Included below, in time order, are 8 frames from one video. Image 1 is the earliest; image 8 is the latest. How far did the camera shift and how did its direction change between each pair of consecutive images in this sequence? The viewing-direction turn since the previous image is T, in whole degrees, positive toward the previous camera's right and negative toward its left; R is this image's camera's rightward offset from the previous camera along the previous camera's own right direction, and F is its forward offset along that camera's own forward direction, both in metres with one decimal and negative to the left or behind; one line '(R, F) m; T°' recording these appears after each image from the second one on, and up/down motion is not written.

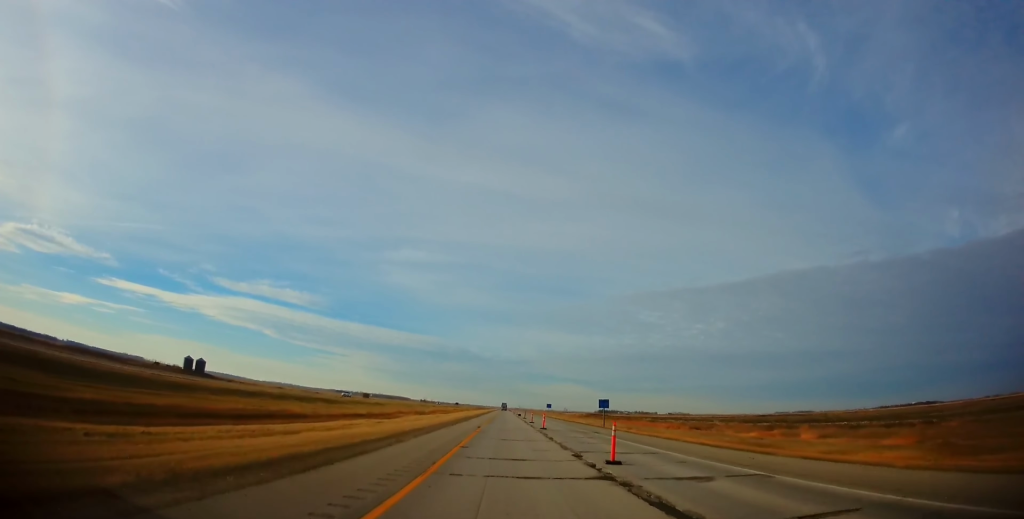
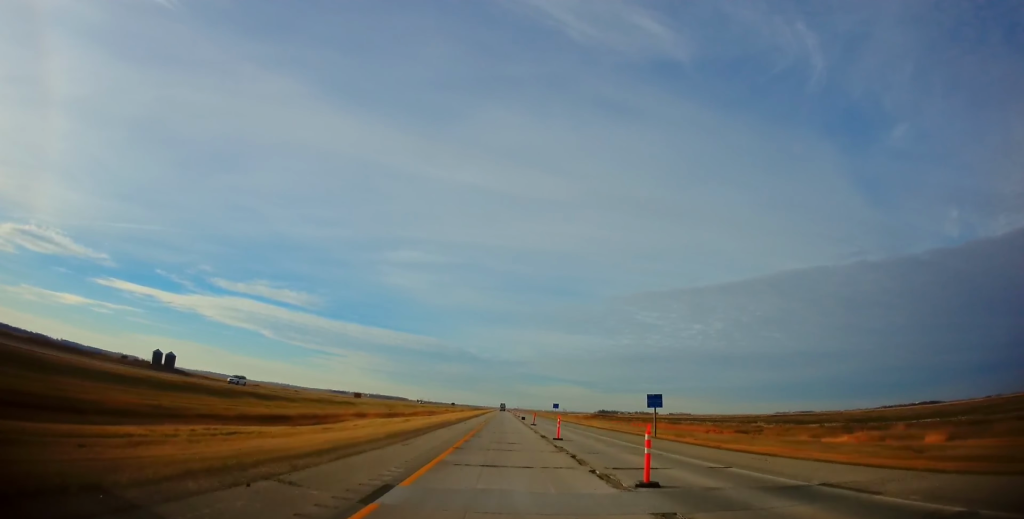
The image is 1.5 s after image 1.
(+0.9, +28.9) m; +2°
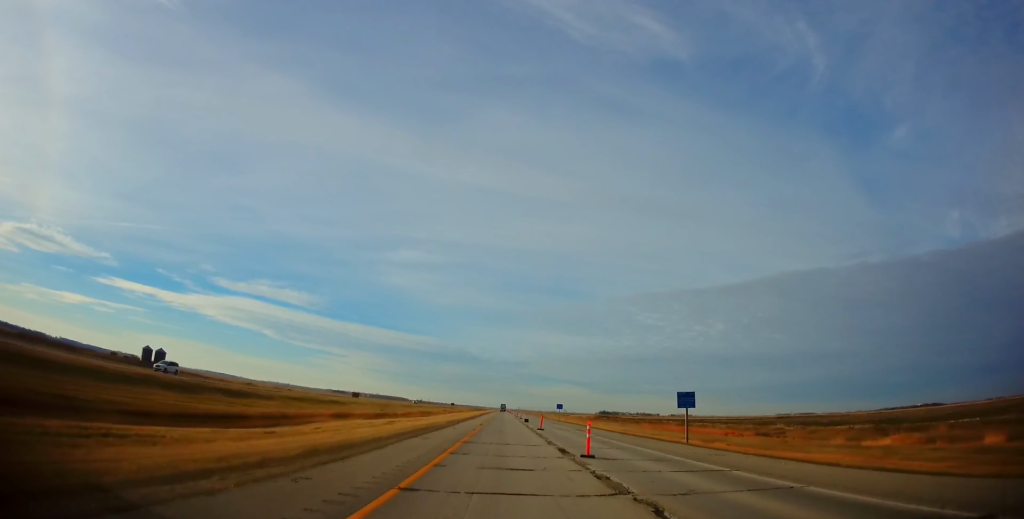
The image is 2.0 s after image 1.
(0.0, +9.4) m; -1°
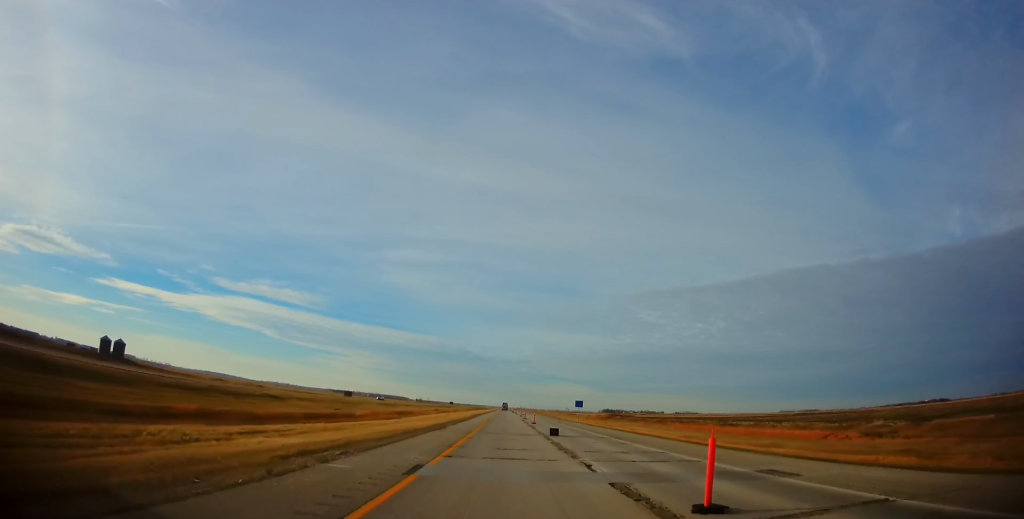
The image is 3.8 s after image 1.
(-1.1, +33.9) m; 0°
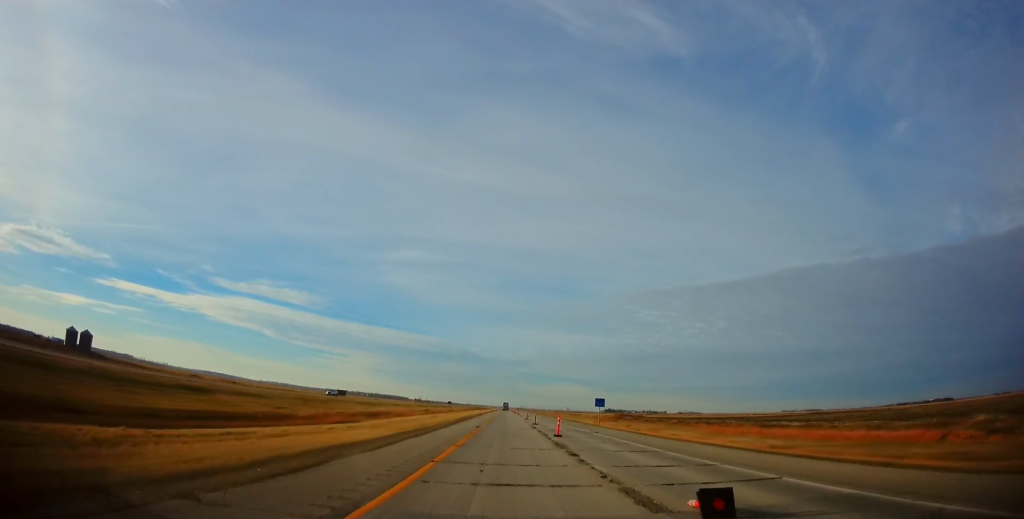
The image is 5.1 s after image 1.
(+0.6, +23.3) m; +1°
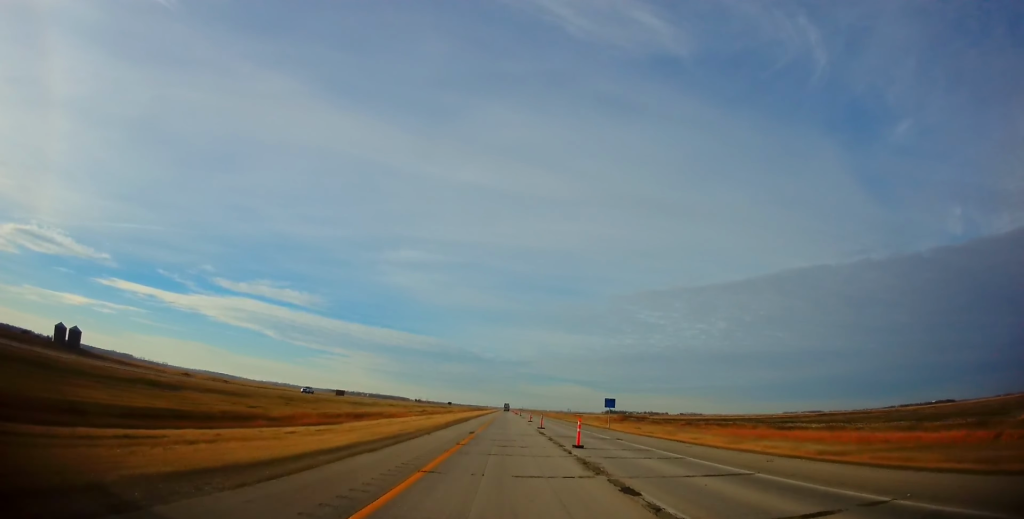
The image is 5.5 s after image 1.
(-0.1, +7.6) m; 0°
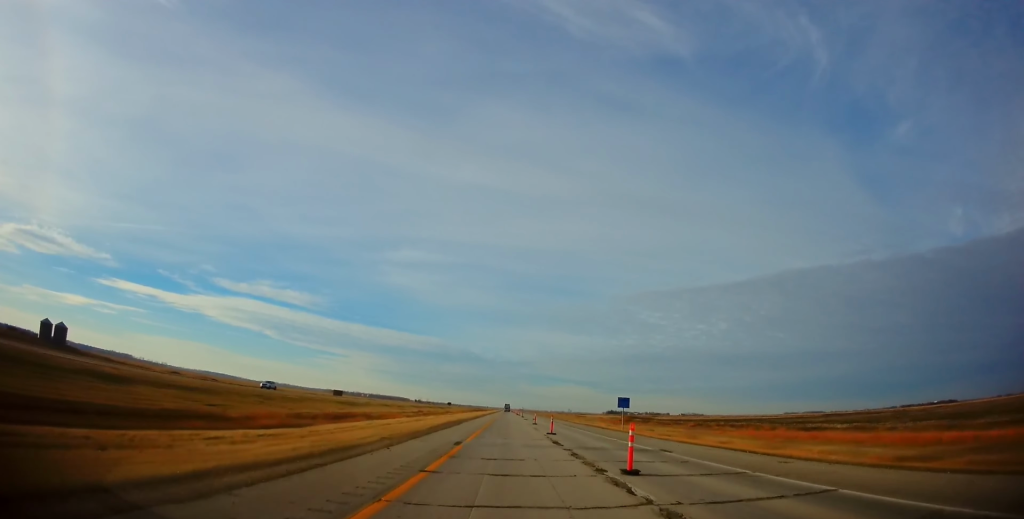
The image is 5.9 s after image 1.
(0.0, +8.8) m; 0°
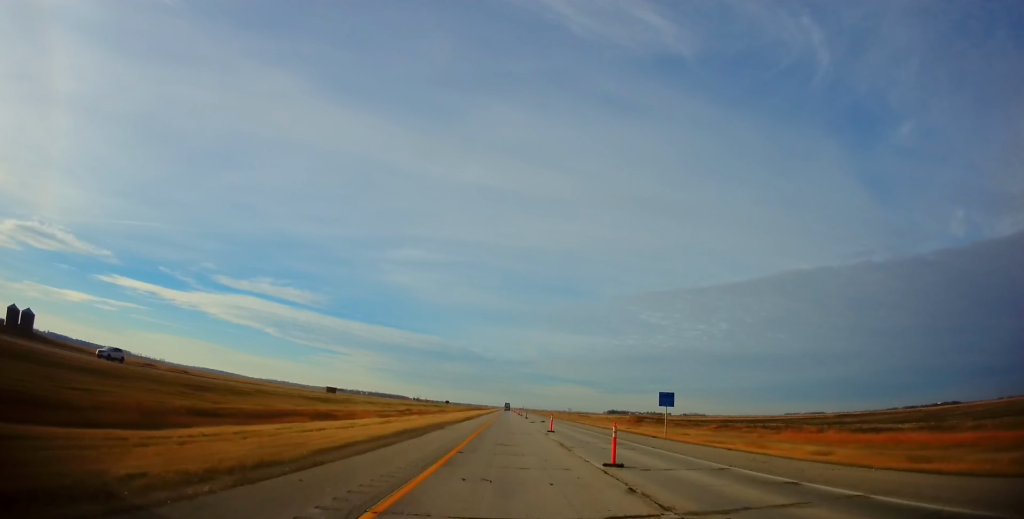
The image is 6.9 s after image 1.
(0.0, +19.0) m; -1°
